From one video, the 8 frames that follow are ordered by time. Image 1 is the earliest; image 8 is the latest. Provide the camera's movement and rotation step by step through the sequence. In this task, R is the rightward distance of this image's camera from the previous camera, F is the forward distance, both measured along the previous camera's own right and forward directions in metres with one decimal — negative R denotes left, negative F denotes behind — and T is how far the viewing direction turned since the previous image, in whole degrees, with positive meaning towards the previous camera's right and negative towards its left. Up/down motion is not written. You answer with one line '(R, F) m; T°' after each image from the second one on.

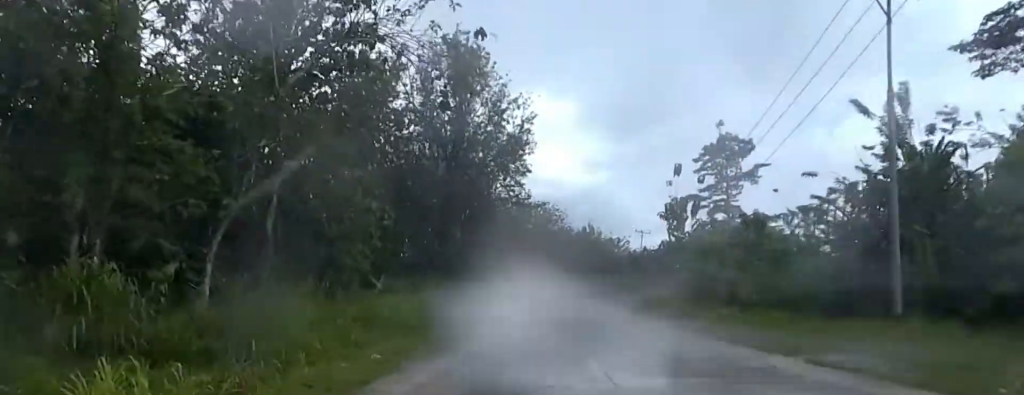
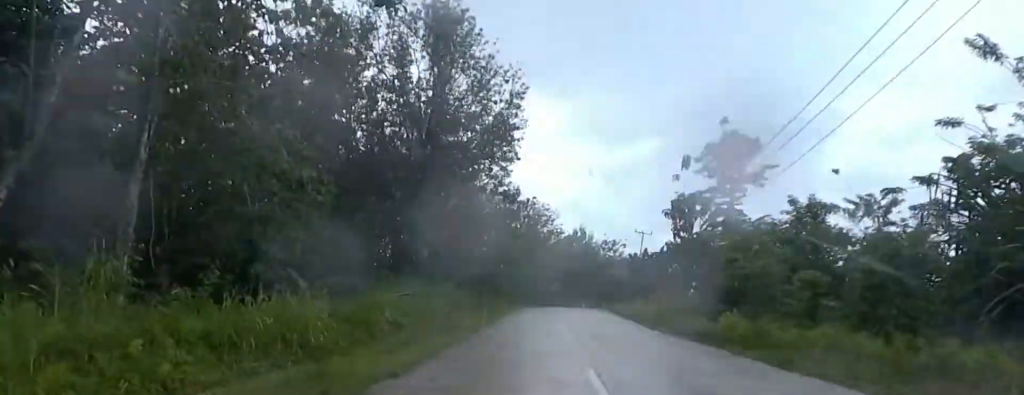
(-0.5, +8.6) m; -1°
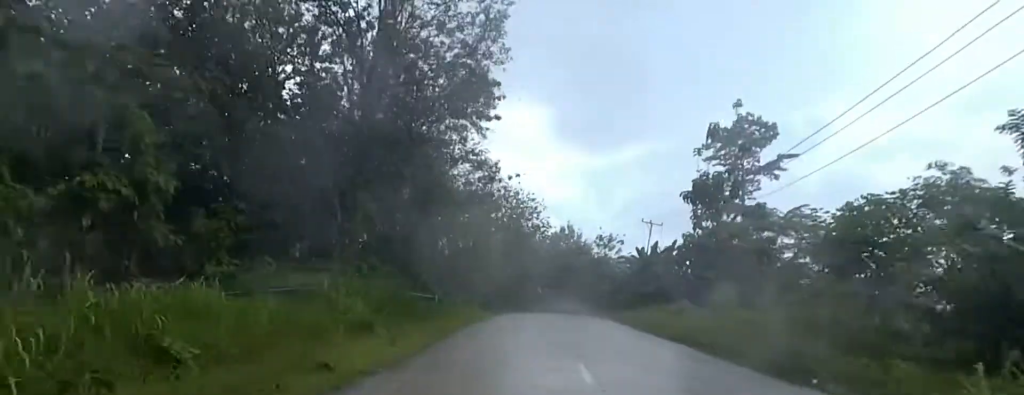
(+0.5, +13.8) m; +3°
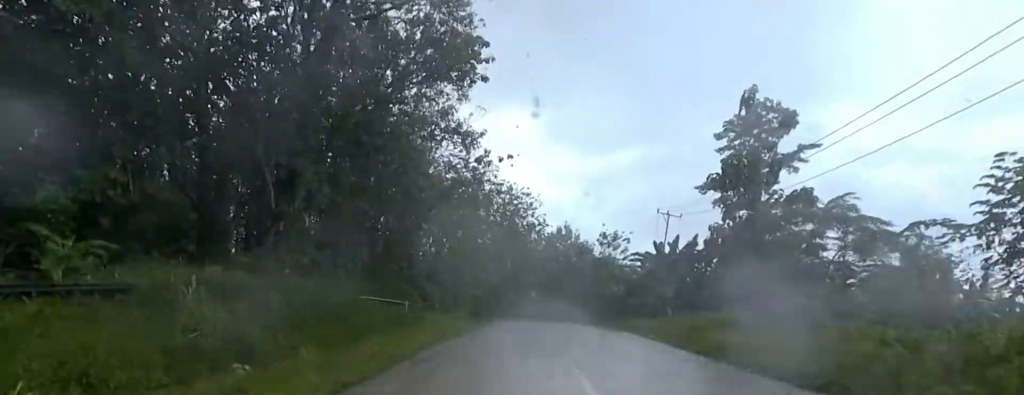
(-0.3, +8.9) m; -2°
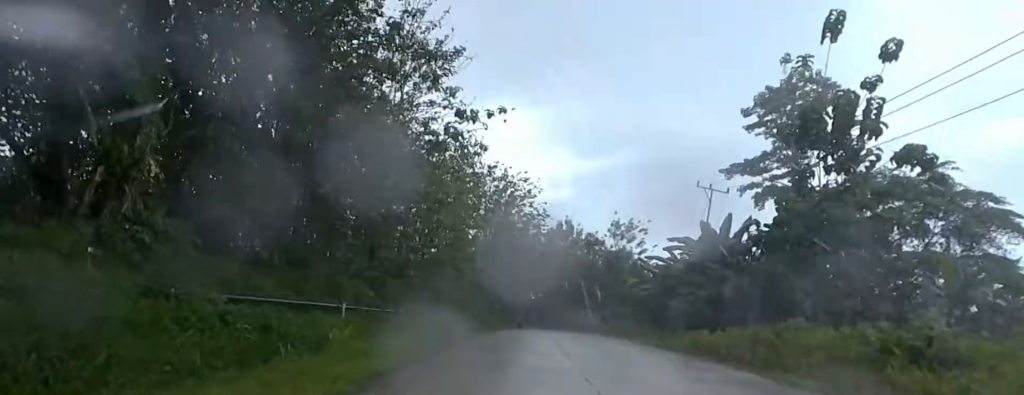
(-0.2, +11.1) m; +2°
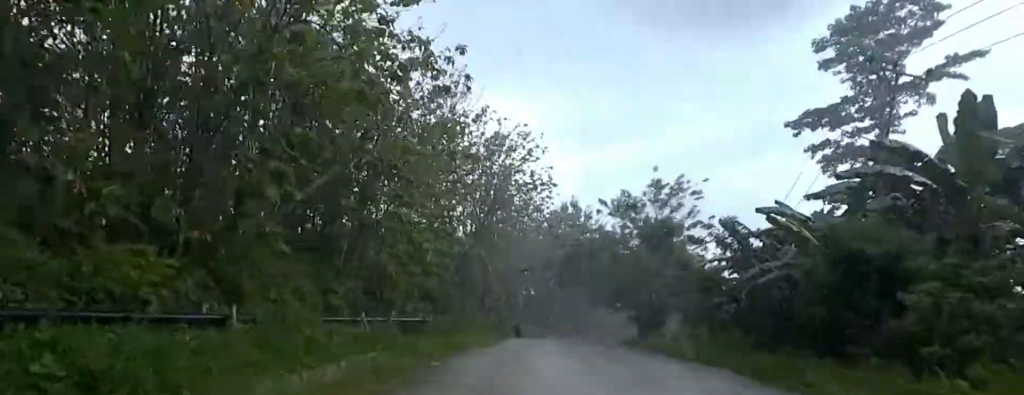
(+0.4, +17.7) m; +4°
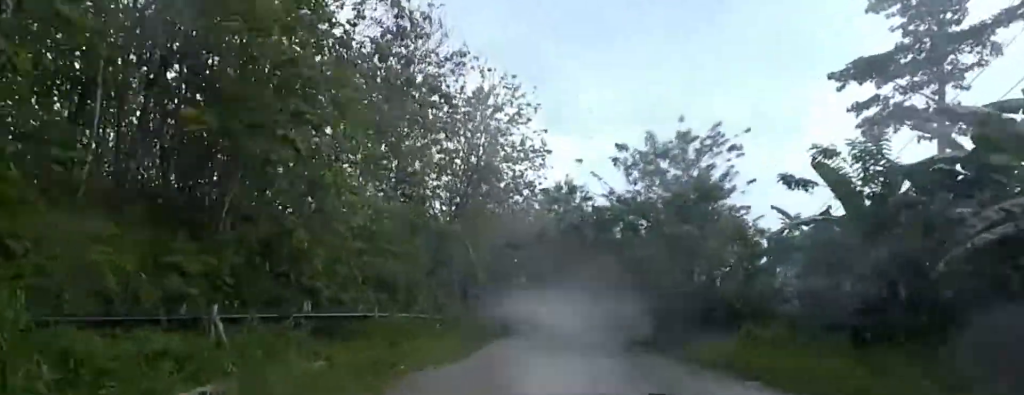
(+0.1, +9.1) m; +6°
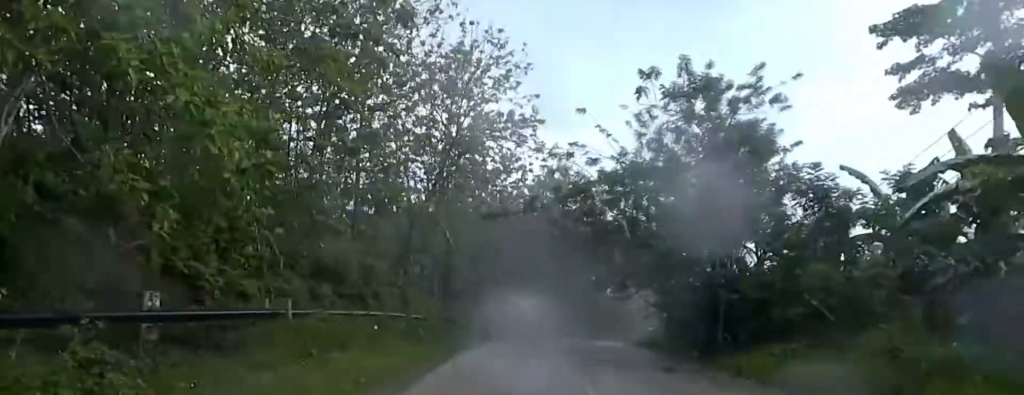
(+1.2, +6.3) m; +3°
